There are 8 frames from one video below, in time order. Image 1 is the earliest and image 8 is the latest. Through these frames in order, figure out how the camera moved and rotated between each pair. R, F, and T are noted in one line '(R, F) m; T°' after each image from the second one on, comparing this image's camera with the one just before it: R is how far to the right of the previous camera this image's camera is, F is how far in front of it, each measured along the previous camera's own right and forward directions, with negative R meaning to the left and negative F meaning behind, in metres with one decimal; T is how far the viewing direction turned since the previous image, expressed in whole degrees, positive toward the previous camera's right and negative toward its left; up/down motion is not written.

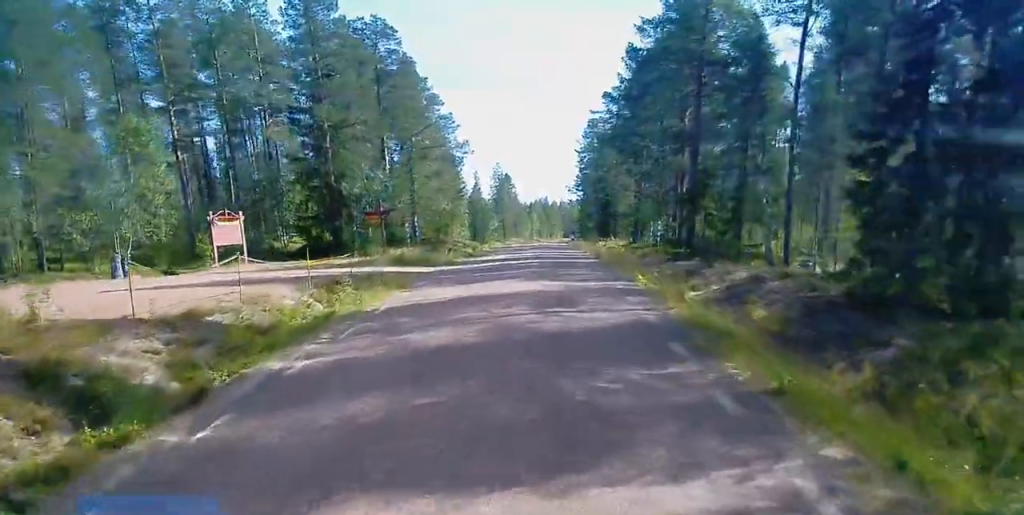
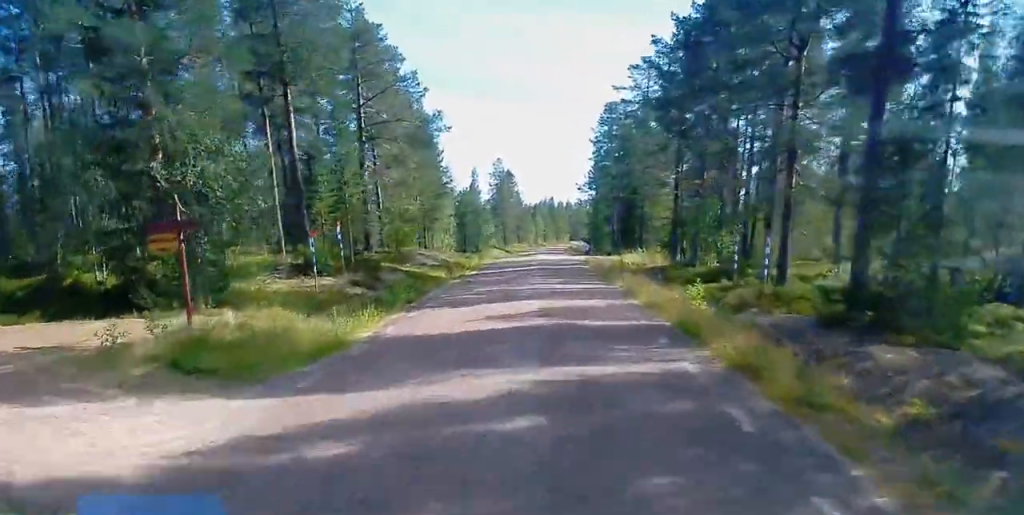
(0.0, +20.6) m; 0°
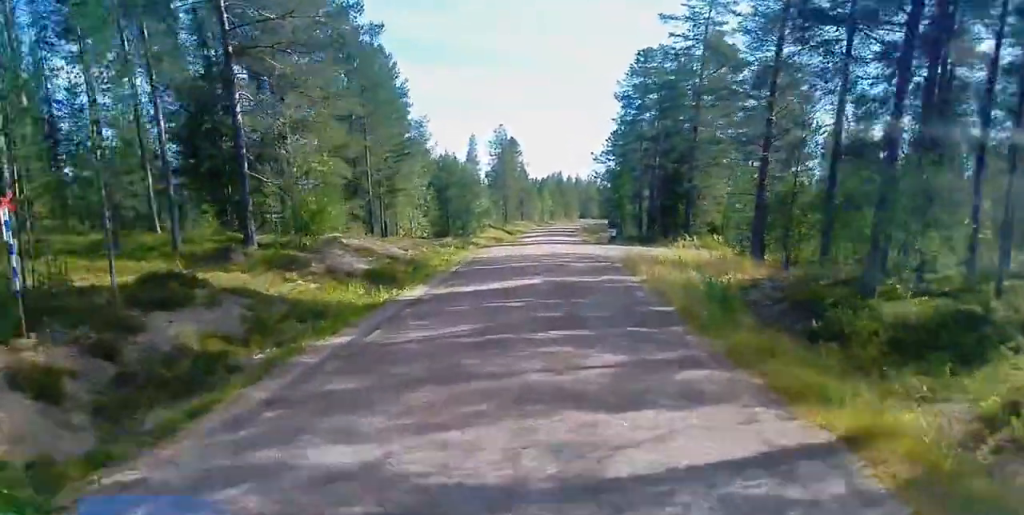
(0.0, +20.6) m; 0°
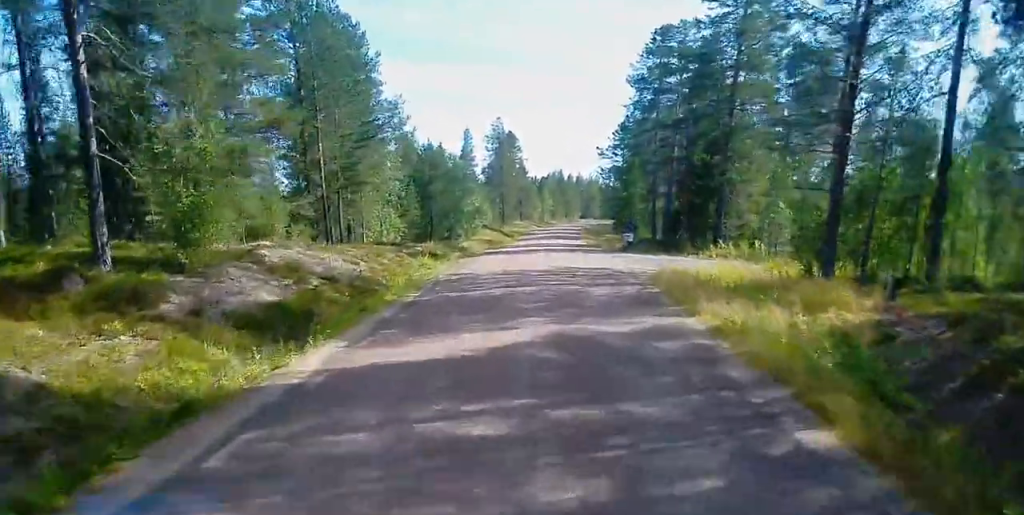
(0.0, +10.0) m; 0°
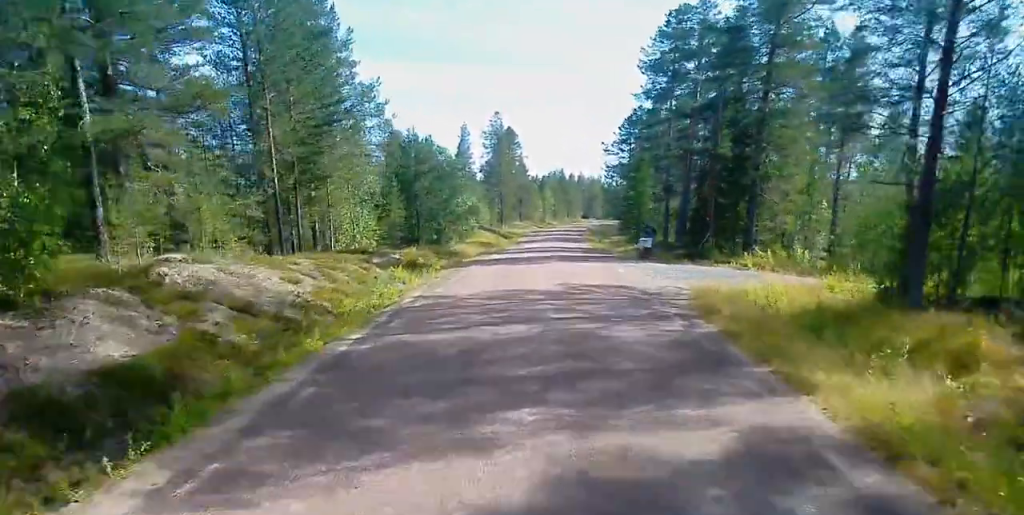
(0.0, +6.9) m; 0°
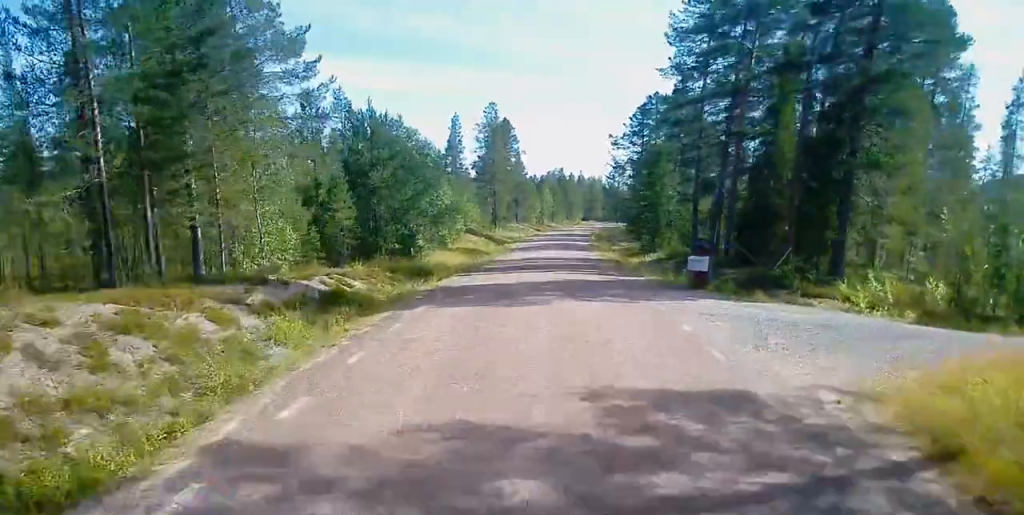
(0.0, +12.7) m; +1°
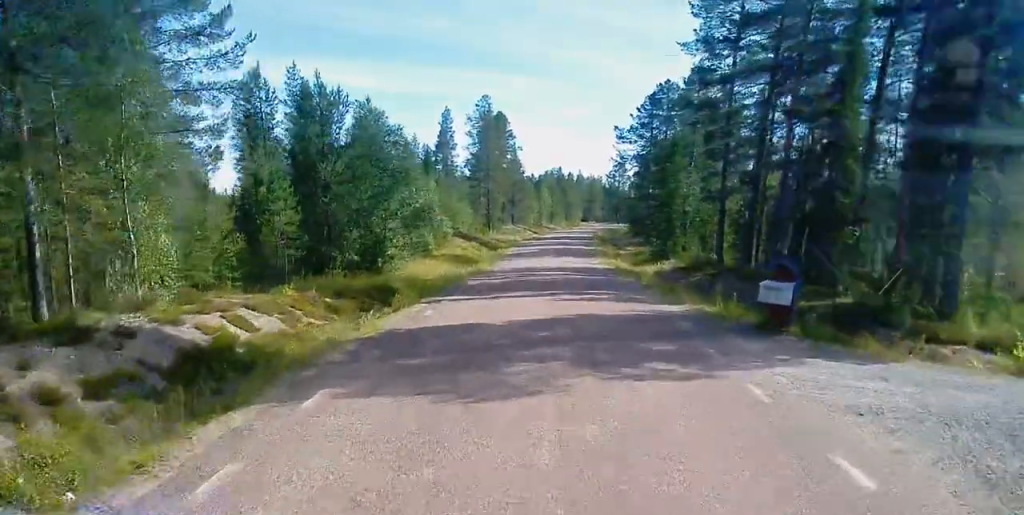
(+0.1, +8.4) m; 0°
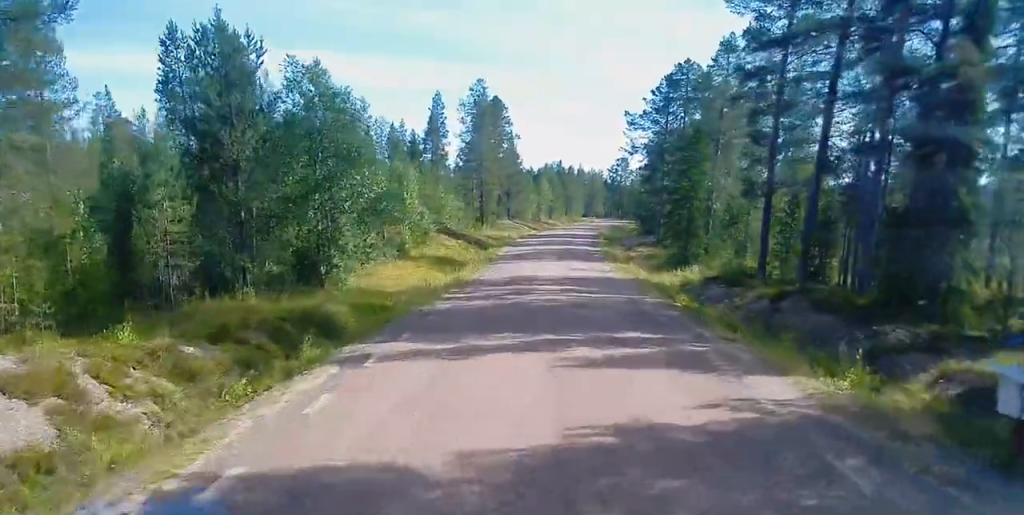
(0.0, +9.3) m; 0°
